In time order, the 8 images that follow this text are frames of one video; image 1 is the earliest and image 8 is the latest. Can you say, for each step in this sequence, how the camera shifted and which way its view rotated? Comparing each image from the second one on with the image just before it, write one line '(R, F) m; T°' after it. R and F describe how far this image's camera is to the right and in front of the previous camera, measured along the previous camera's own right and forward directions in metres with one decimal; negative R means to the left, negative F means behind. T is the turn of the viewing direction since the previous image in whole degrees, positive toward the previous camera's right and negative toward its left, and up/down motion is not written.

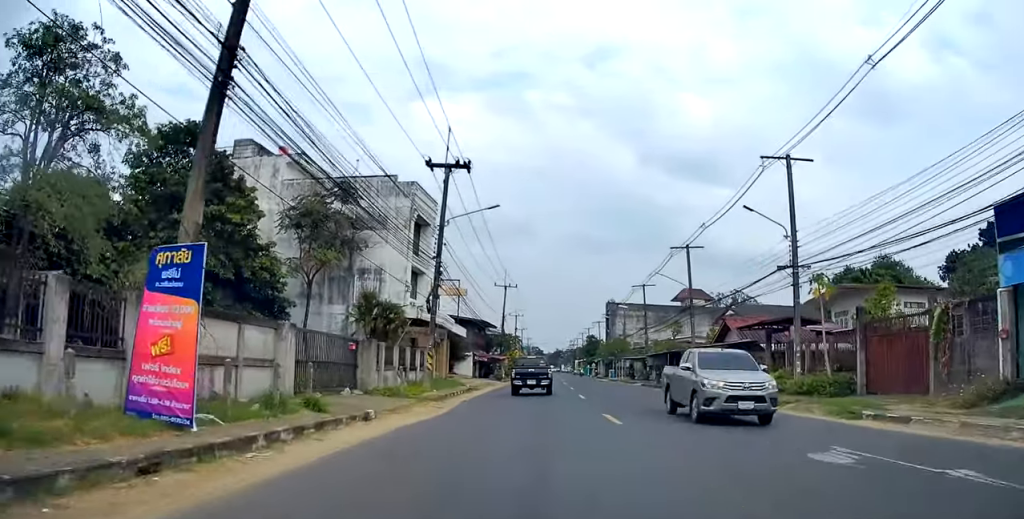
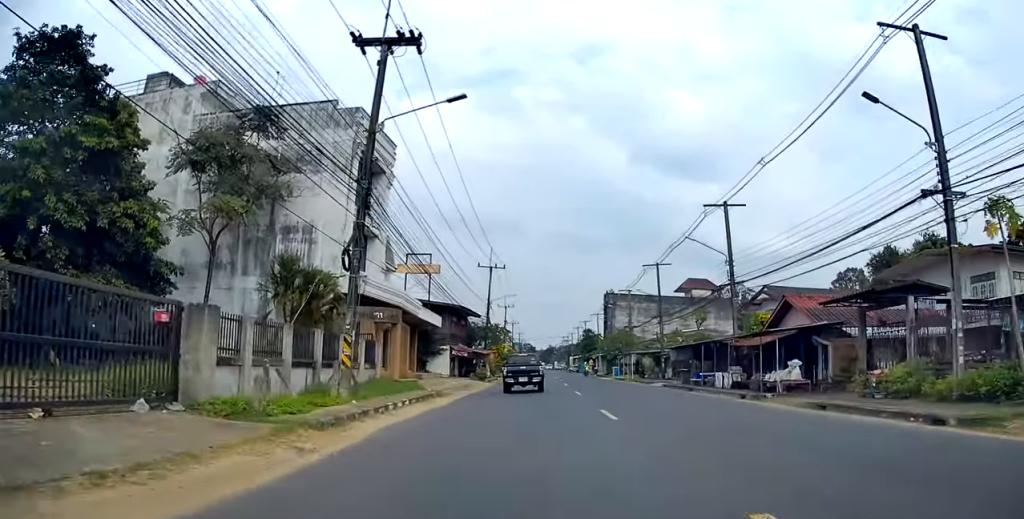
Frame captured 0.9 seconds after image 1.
(+0.1, +10.9) m; +1°
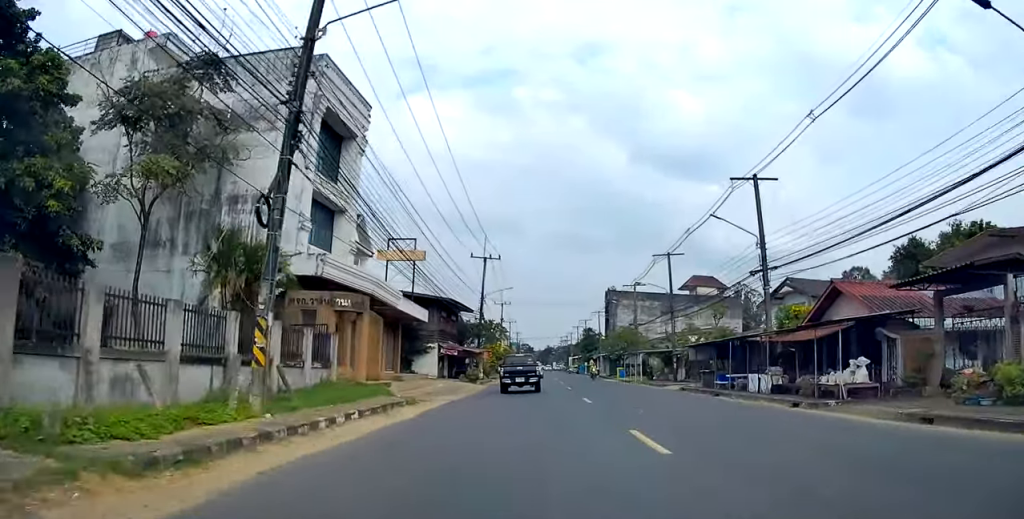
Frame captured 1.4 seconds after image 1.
(0.0, +5.4) m; 0°
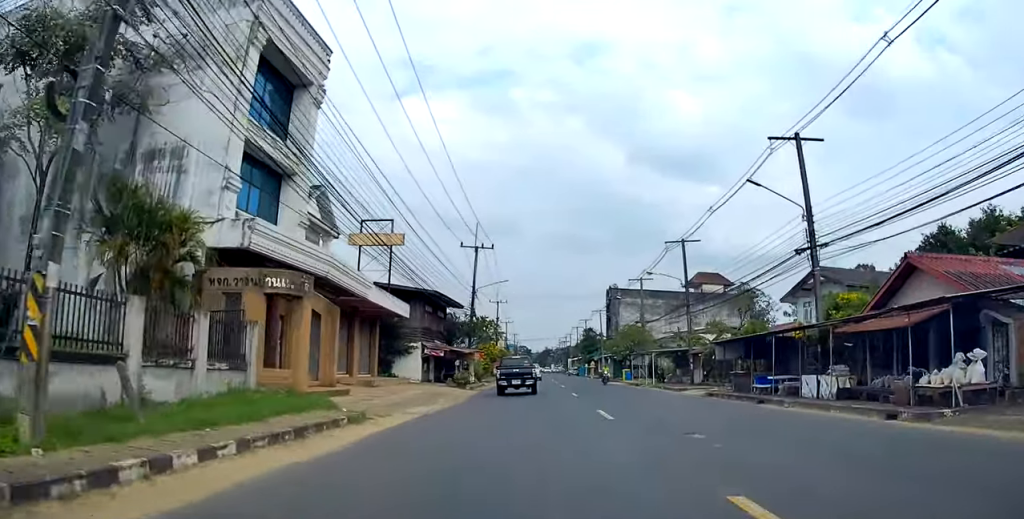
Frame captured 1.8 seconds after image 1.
(0.0, +5.4) m; +1°
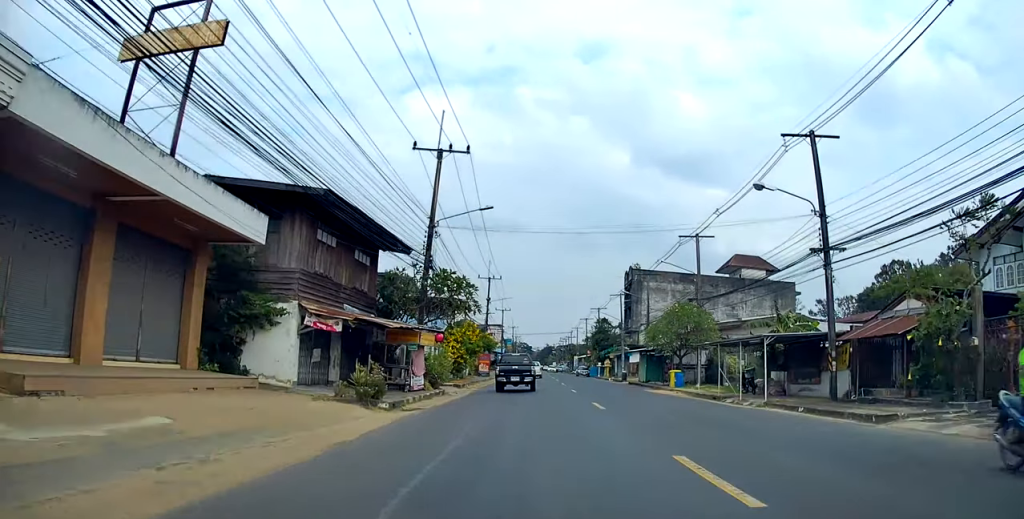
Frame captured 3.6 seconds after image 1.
(+0.4, +20.5) m; +1°
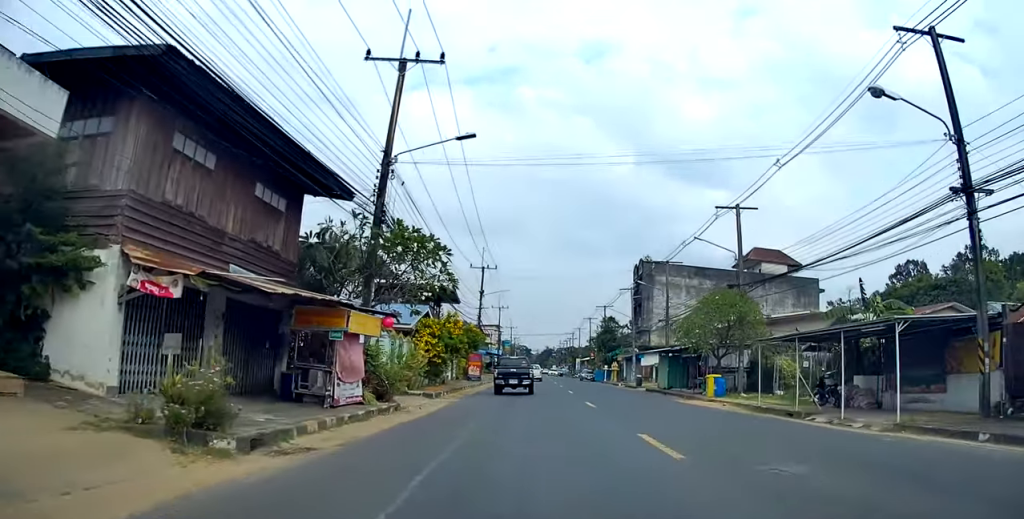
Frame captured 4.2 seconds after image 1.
(-0.1, +7.8) m; 0°
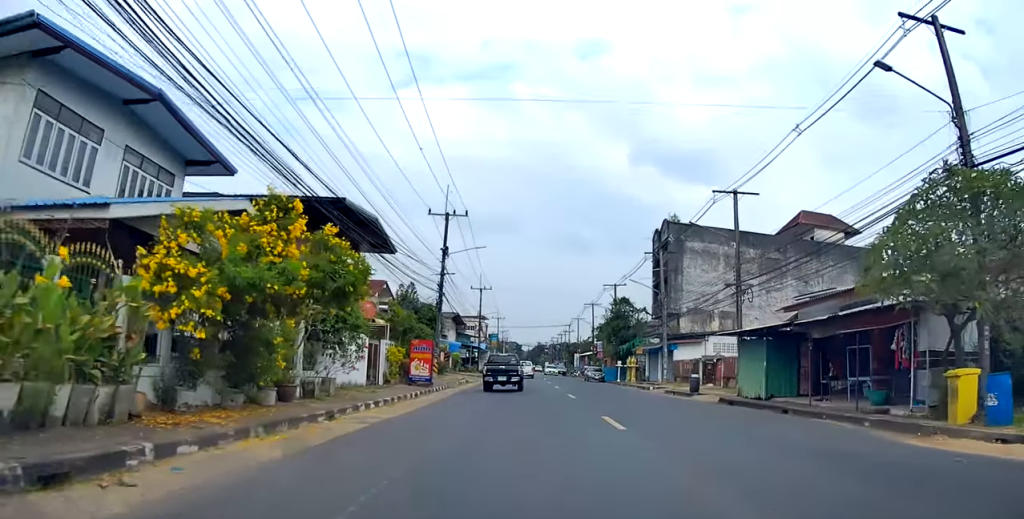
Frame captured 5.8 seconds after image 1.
(+0.2, +19.4) m; +1°
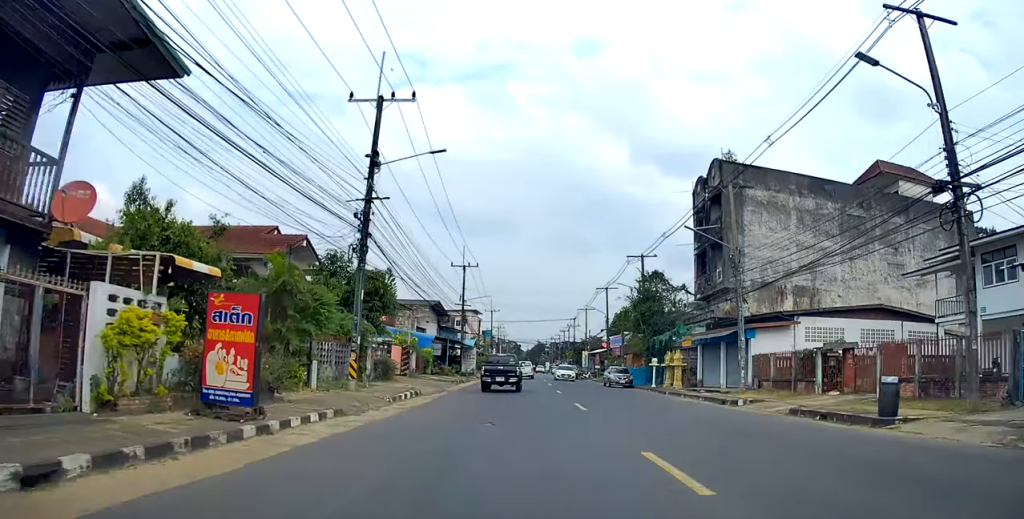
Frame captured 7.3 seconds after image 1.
(0.0, +17.5) m; -1°
